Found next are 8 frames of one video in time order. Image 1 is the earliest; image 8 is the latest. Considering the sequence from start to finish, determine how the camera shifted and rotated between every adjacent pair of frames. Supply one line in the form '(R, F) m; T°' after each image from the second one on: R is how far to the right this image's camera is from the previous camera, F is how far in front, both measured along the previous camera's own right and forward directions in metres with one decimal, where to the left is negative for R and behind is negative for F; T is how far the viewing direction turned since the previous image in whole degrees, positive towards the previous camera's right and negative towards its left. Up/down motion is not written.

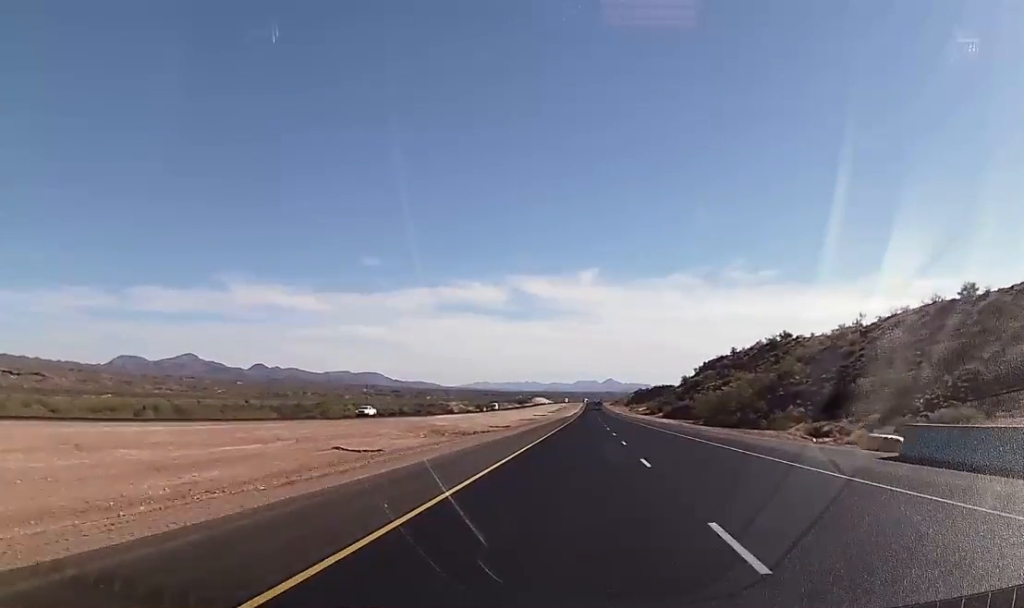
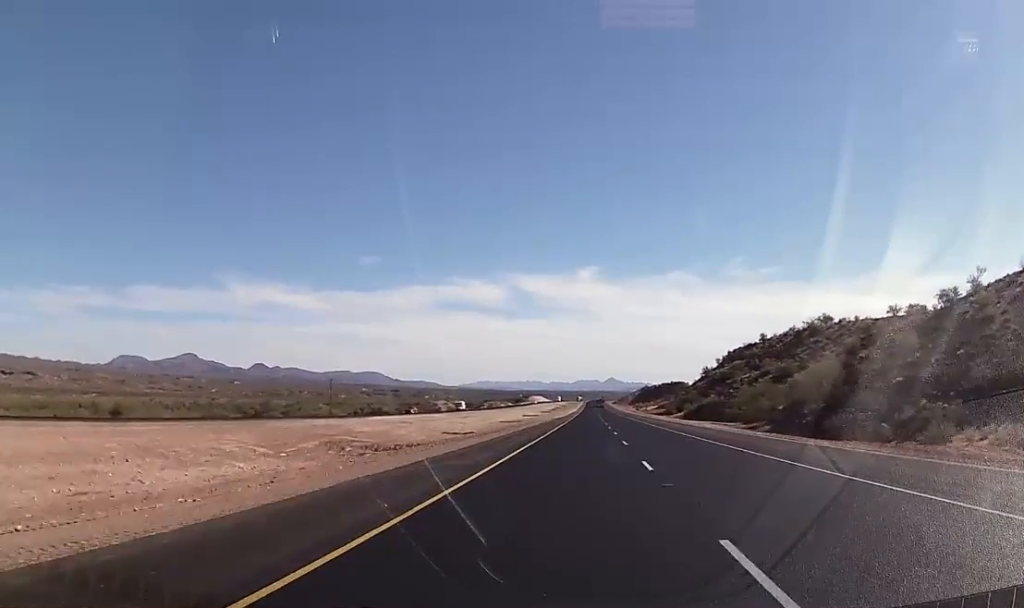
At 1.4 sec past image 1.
(+0.1, +50.1) m; 0°
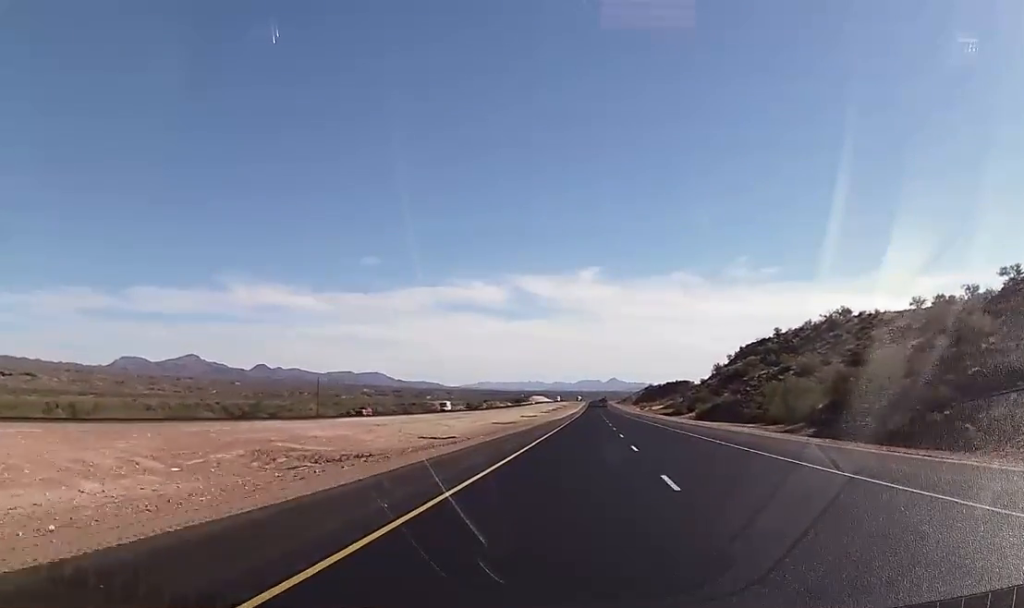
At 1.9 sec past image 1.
(0.0, +16.7) m; 0°
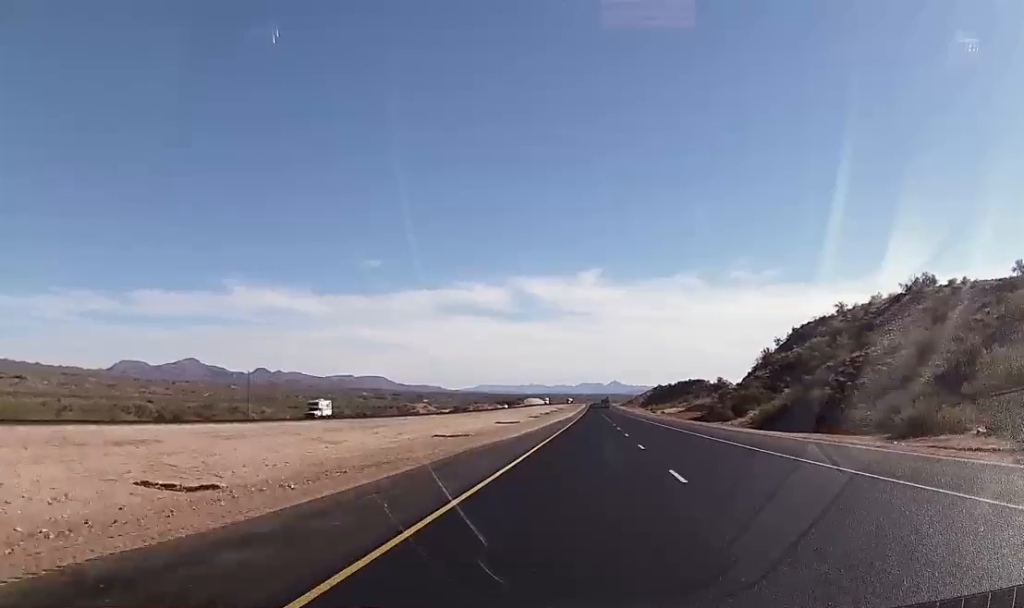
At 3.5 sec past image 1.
(-0.4, +59.7) m; 0°
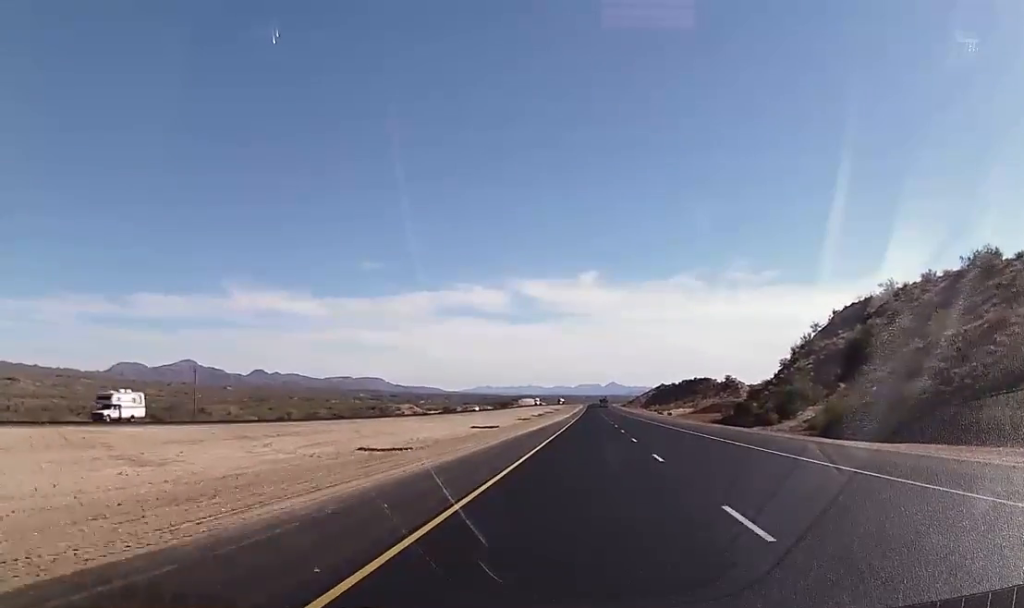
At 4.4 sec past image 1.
(+0.2, +29.7) m; 0°
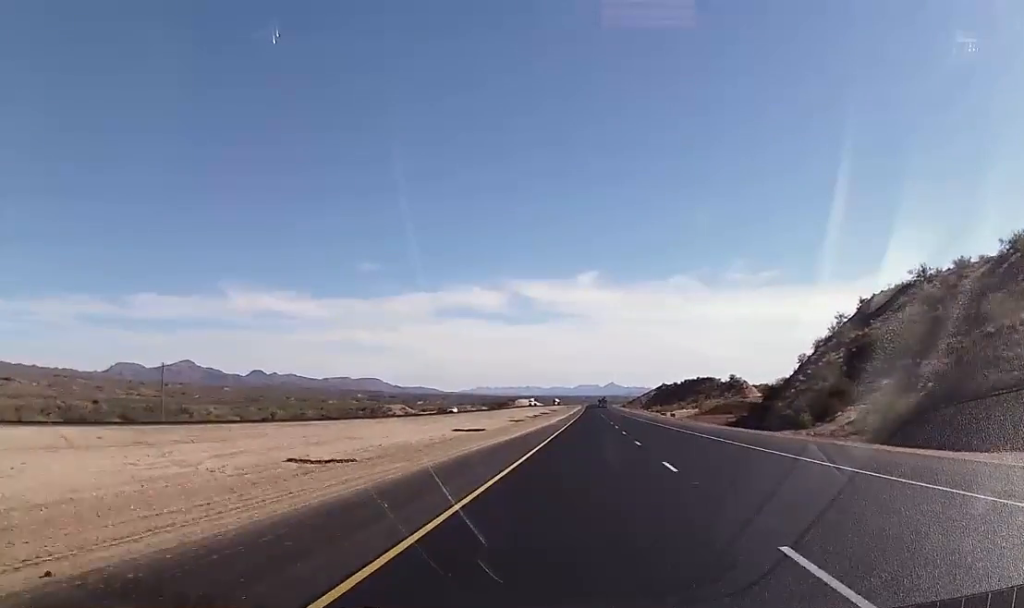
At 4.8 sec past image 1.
(-0.2, +15.4) m; 0°
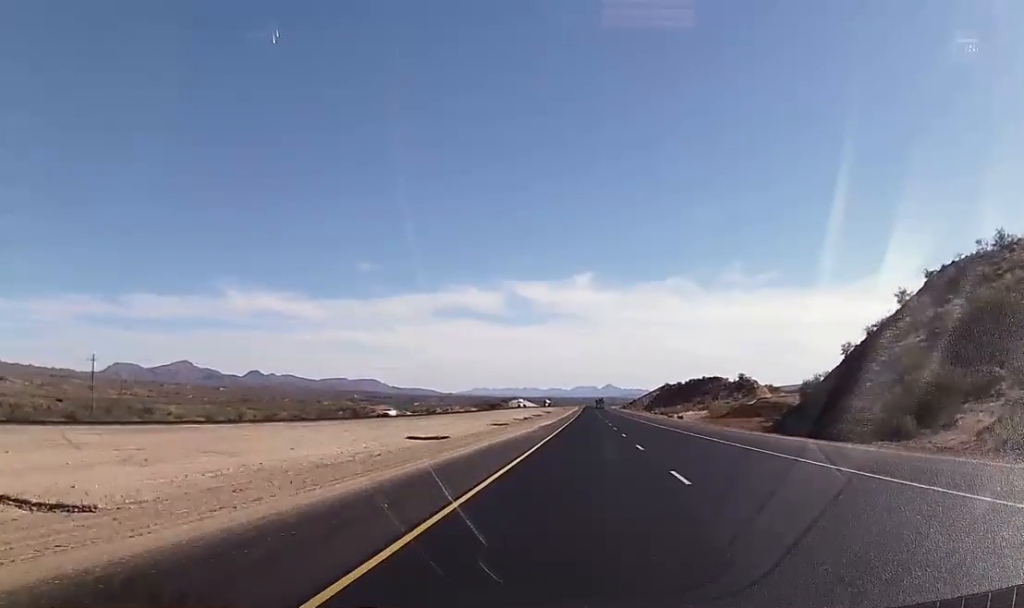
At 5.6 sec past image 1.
(-0.1, +27.2) m; 0°
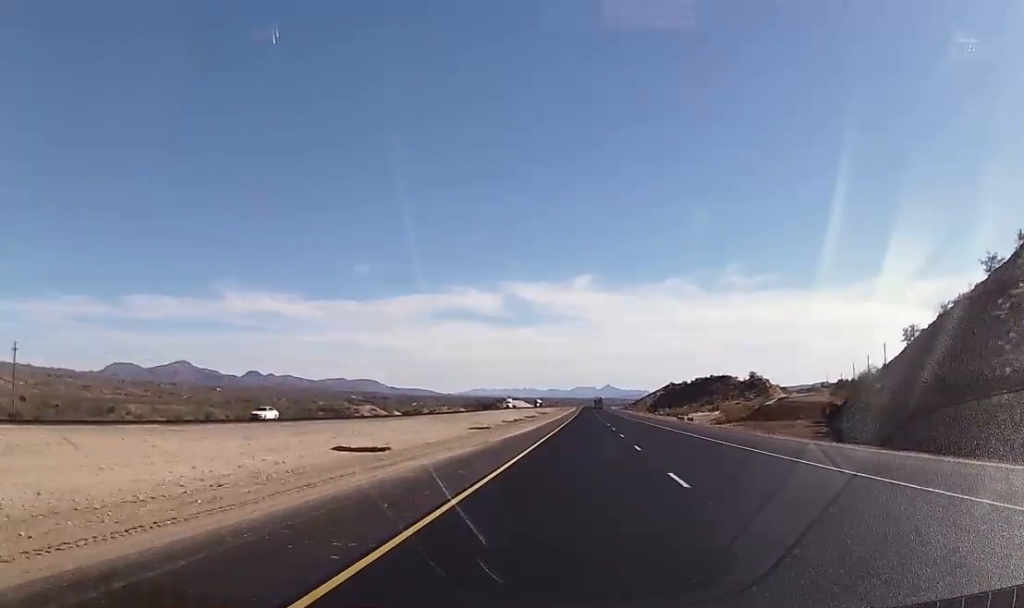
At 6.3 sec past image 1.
(+0.1, +24.8) m; 0°
